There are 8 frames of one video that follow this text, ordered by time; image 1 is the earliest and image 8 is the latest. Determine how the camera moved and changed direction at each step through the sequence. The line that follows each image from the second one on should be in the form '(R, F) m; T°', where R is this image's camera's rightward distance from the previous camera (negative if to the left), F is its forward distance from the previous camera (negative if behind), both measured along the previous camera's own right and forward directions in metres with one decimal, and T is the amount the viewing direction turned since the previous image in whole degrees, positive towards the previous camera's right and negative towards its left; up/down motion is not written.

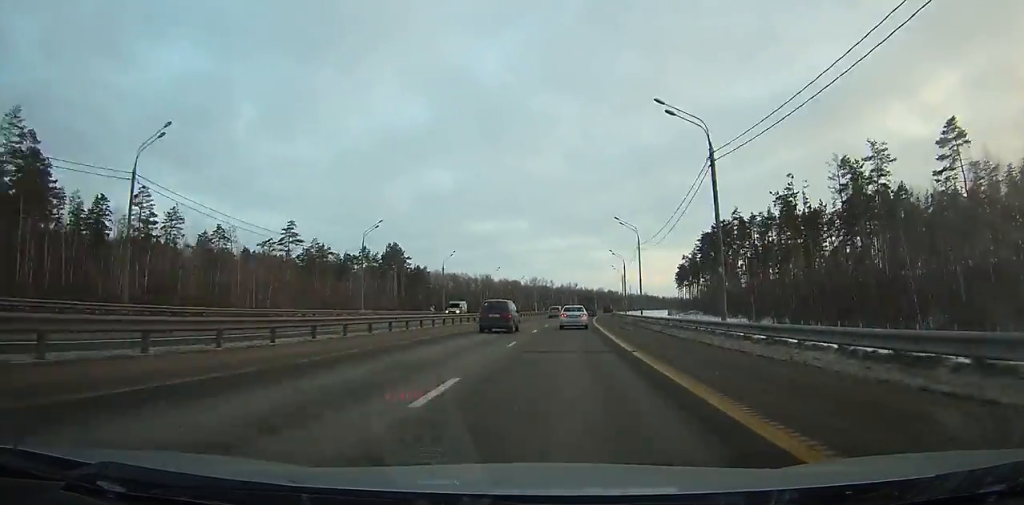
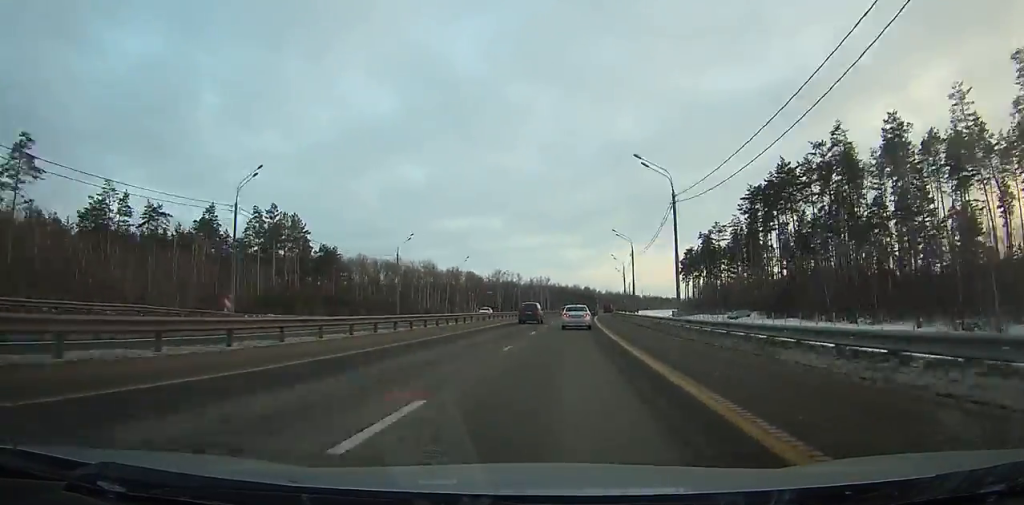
(+1.5, +62.4) m; +3°
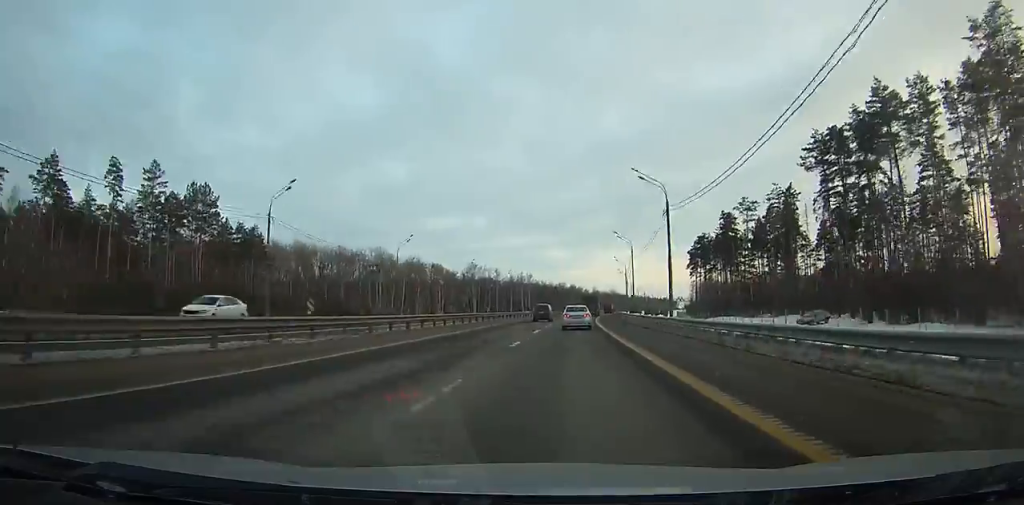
(+0.2, +33.6) m; +2°
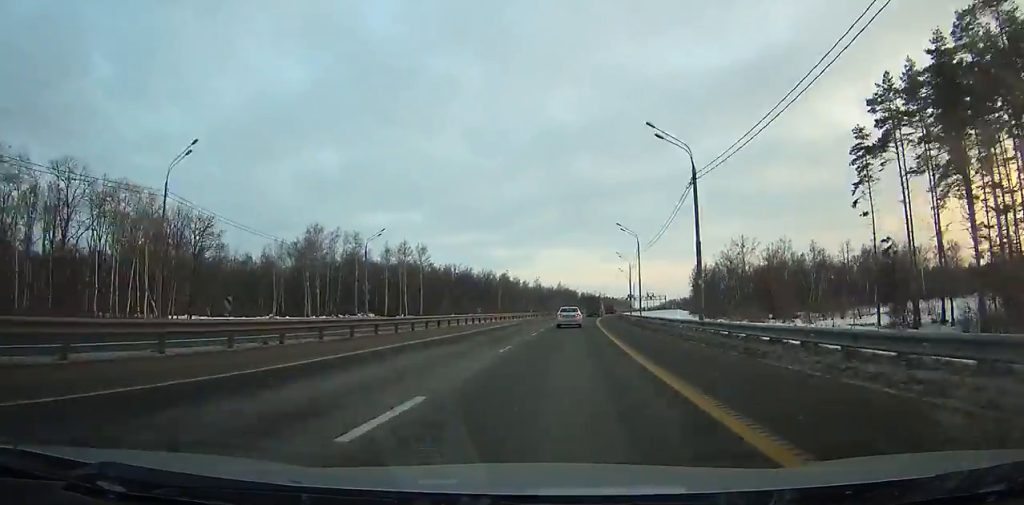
(+6.8, +120.4) m; +6°
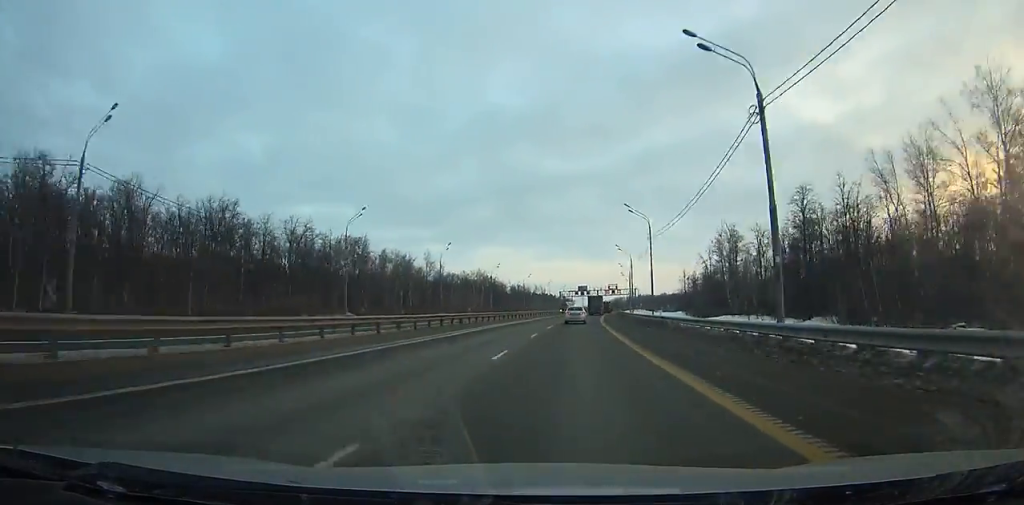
(+6.9, +123.6) m; +7°
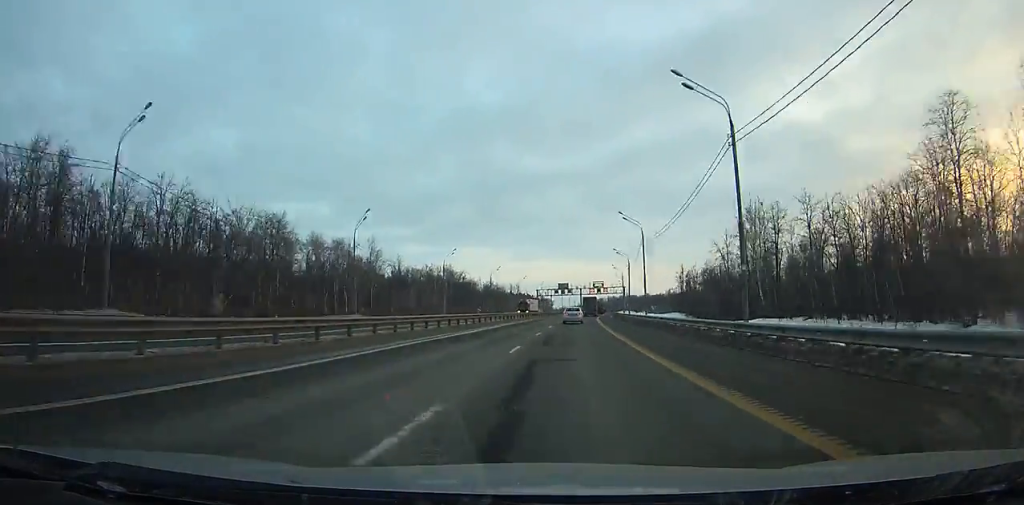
(+0.8, +33.3) m; +1°
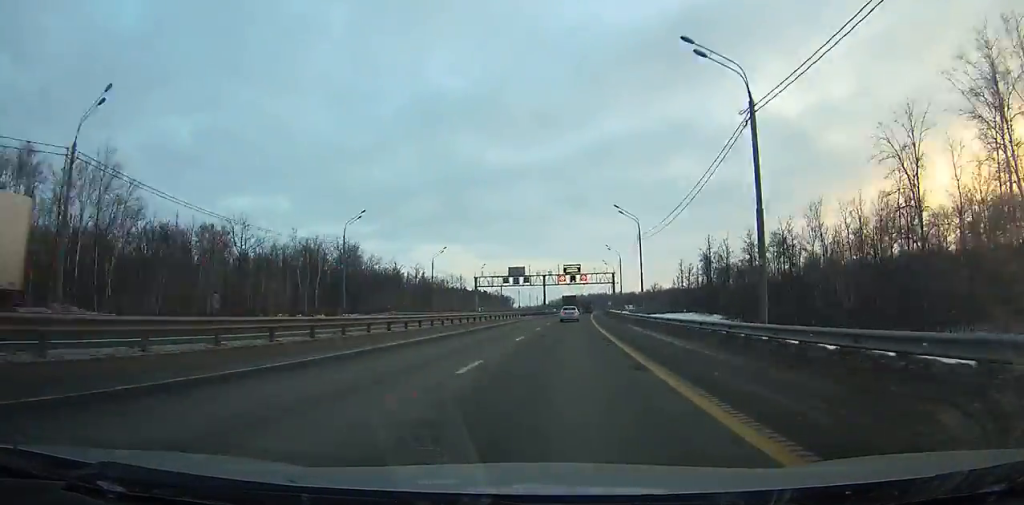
(+2.1, +78.4) m; +3°
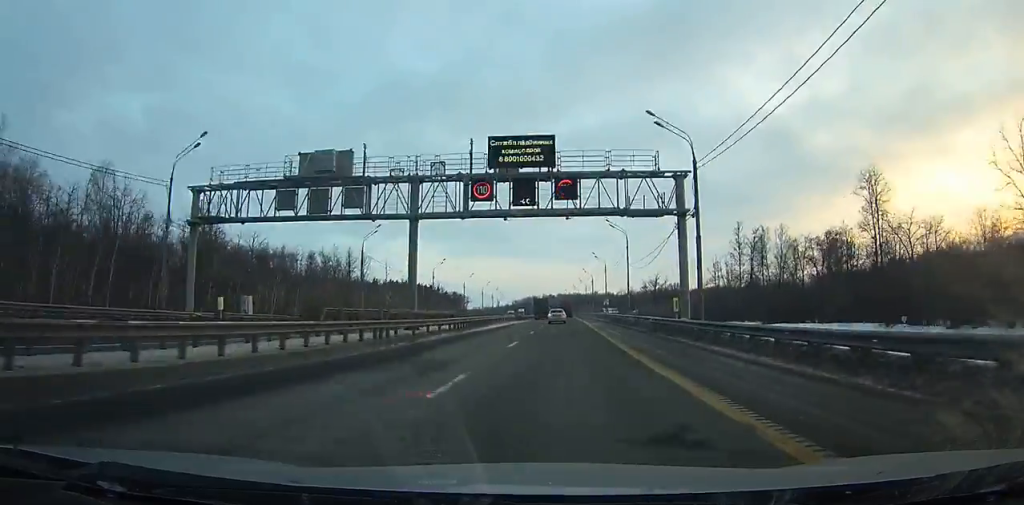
(+2.2, +100.3) m; +2°
